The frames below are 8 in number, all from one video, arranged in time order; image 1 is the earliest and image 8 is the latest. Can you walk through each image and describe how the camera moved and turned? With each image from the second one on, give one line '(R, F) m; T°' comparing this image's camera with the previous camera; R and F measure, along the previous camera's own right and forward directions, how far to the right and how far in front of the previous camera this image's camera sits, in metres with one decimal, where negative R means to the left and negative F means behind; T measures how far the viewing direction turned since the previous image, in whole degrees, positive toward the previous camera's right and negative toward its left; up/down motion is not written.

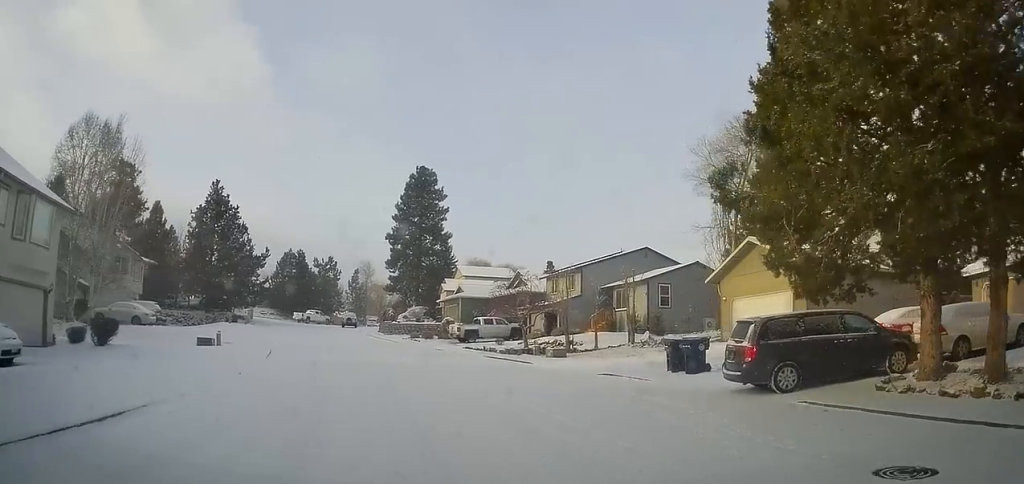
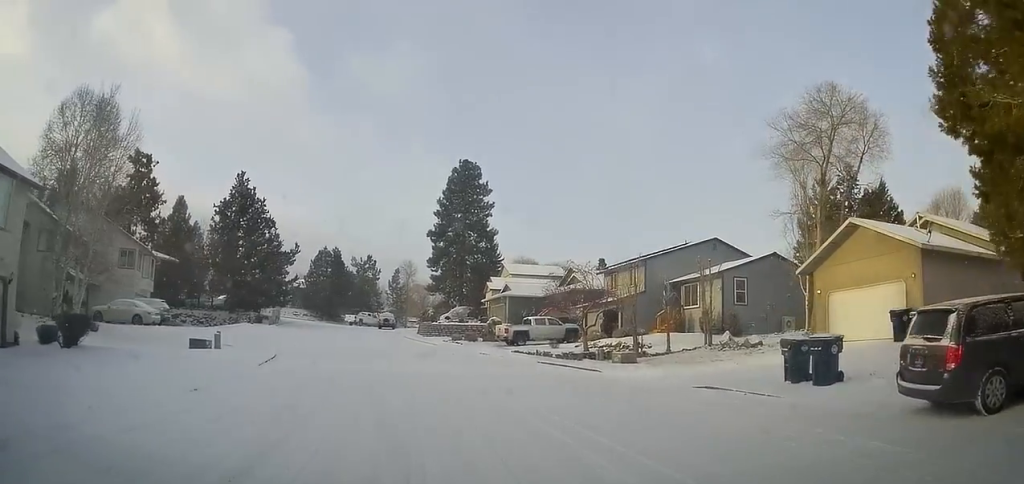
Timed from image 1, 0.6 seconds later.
(-0.1, +5.1) m; -3°
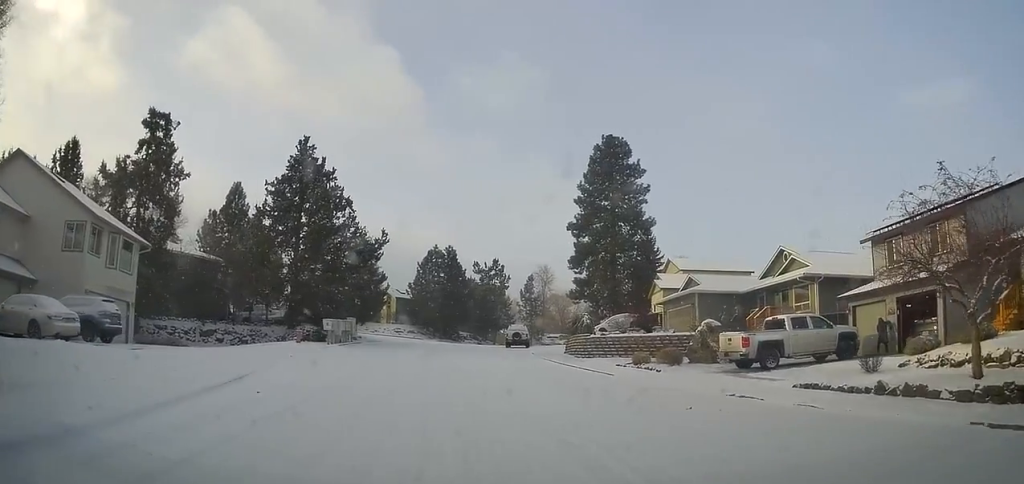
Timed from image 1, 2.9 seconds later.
(-2.2, +17.8) m; -13°
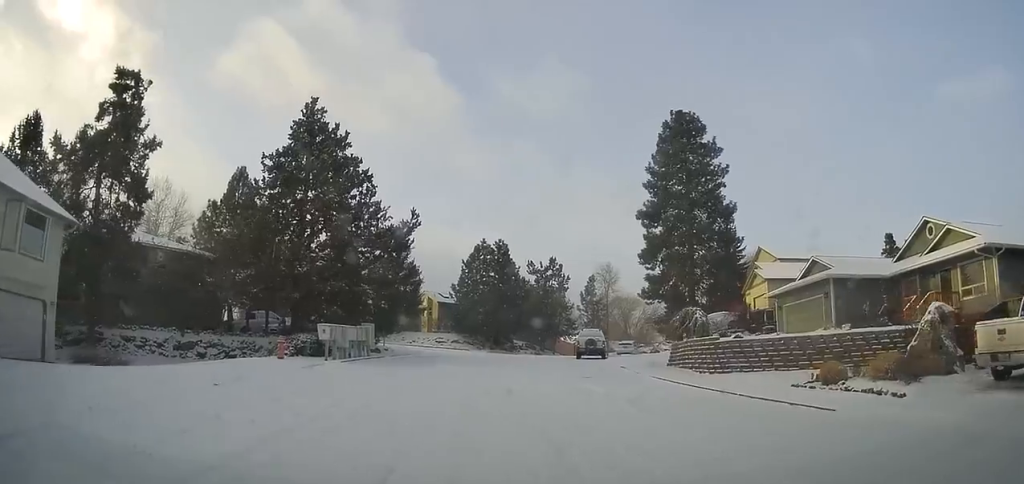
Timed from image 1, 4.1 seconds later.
(-0.3, +9.6) m; -6°
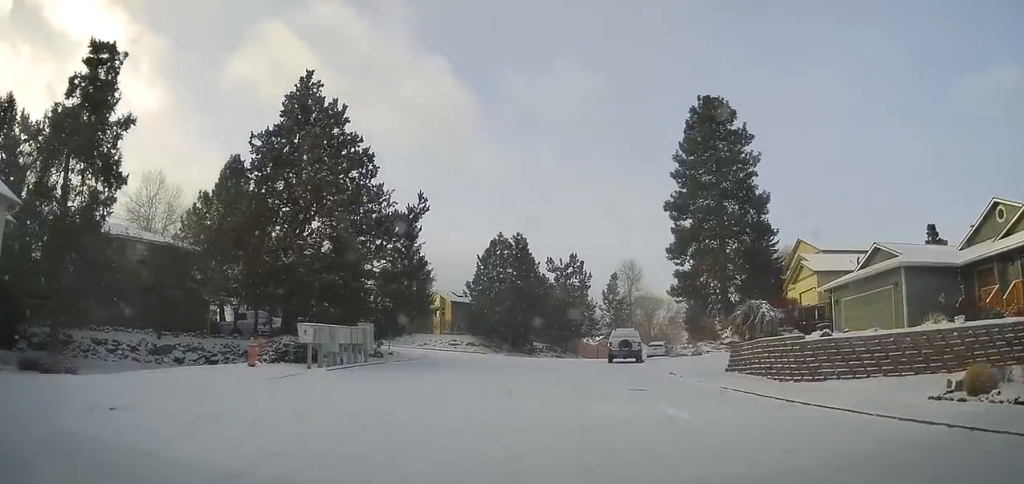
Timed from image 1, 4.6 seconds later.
(-0.3, +4.3) m; -2°
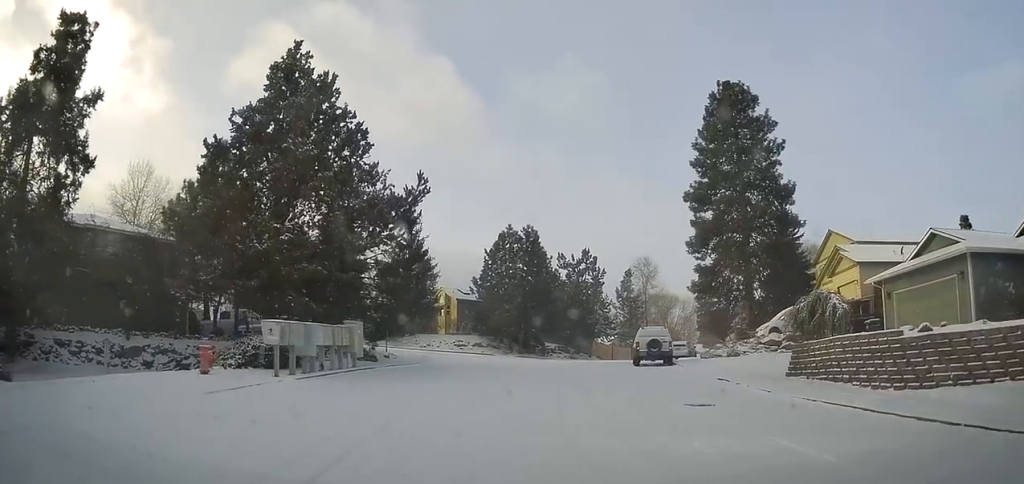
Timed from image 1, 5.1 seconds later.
(-0.2, +3.7) m; -2°
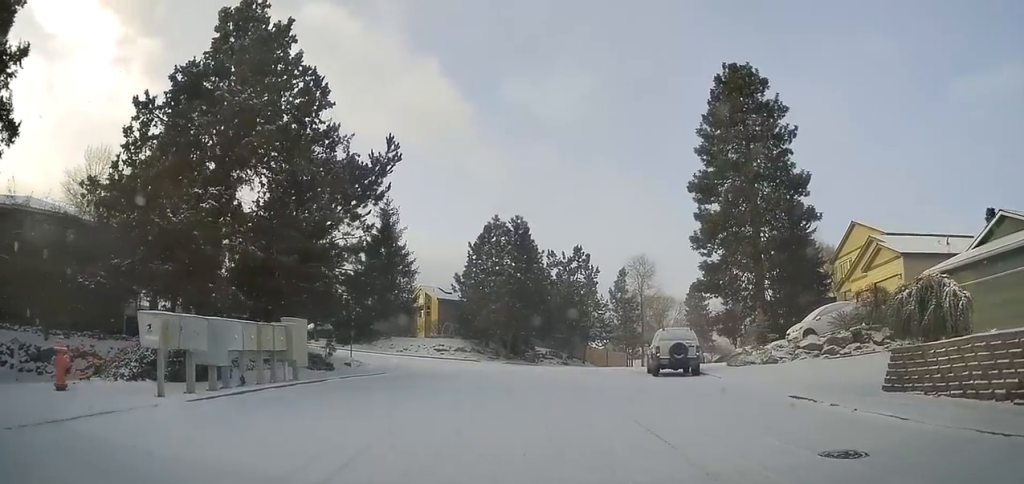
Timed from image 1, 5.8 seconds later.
(0.0, +5.4) m; +3°
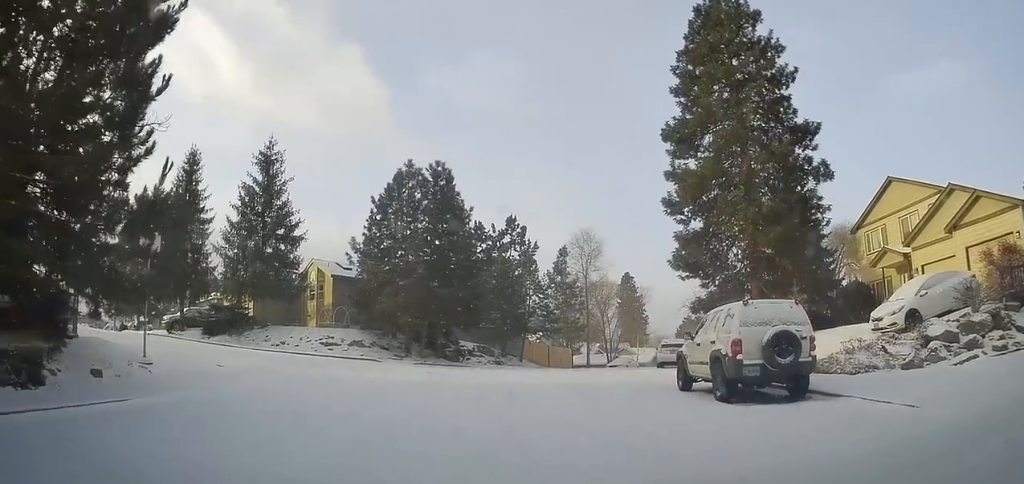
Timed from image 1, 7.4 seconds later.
(+0.9, +12.5) m; +7°
